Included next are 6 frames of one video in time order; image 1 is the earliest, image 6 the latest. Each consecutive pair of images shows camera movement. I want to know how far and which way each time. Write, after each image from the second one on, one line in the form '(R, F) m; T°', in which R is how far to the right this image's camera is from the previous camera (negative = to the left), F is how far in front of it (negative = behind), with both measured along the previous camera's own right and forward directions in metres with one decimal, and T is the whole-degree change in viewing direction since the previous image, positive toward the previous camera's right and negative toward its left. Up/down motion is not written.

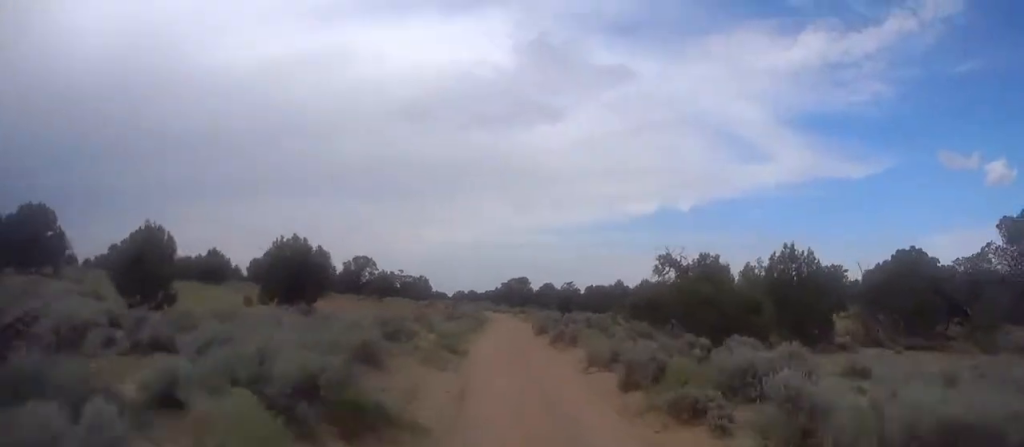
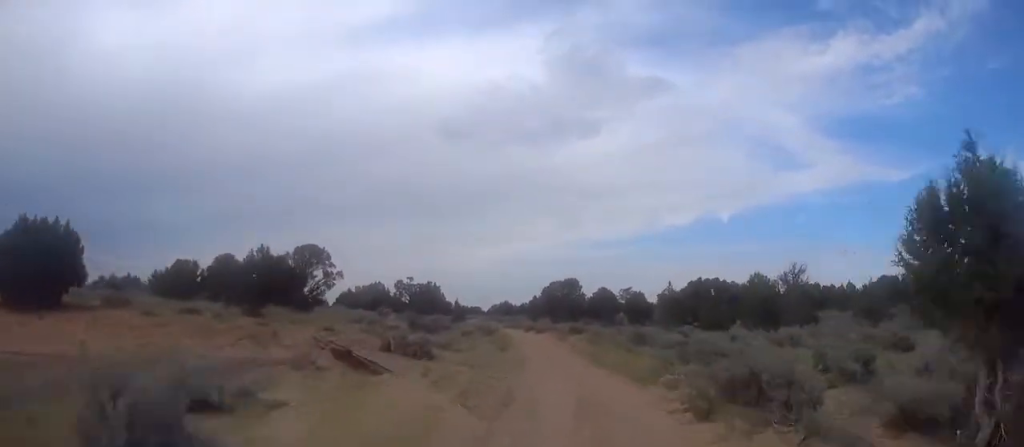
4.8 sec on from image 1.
(-3.6, +47.5) m; -6°
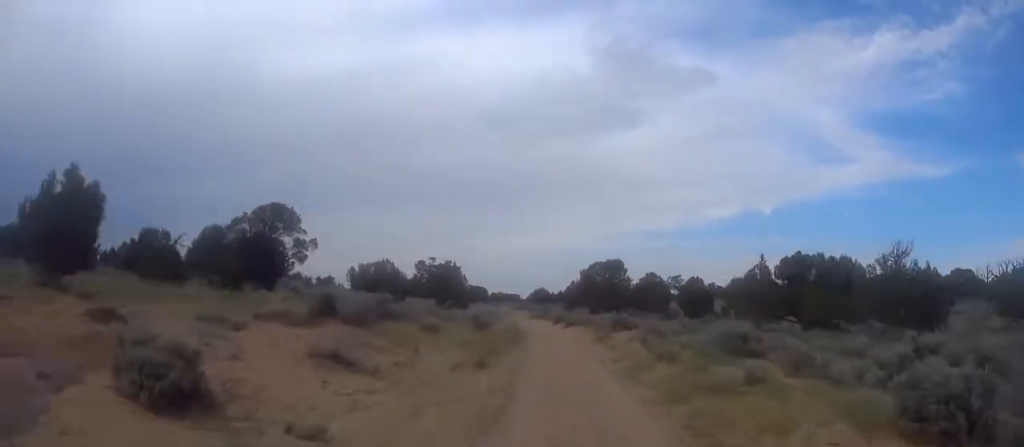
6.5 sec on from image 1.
(-0.3, +17.7) m; -1°
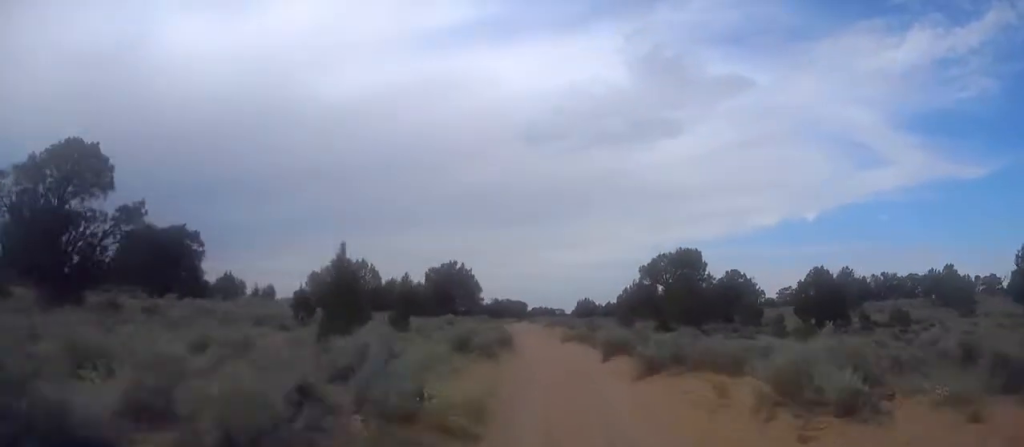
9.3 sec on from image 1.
(-0.5, +28.3) m; -2°
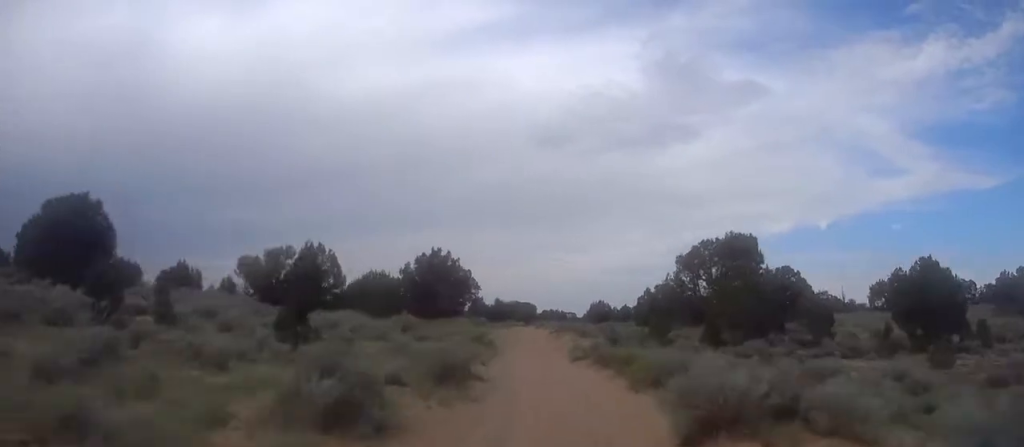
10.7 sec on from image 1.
(-0.3, +14.7) m; -3°
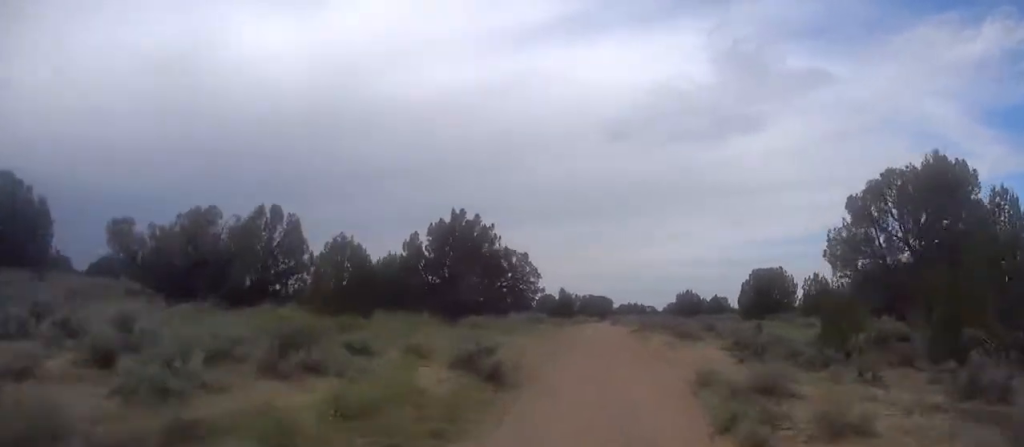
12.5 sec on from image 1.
(-0.8, +19.0) m; -3°
